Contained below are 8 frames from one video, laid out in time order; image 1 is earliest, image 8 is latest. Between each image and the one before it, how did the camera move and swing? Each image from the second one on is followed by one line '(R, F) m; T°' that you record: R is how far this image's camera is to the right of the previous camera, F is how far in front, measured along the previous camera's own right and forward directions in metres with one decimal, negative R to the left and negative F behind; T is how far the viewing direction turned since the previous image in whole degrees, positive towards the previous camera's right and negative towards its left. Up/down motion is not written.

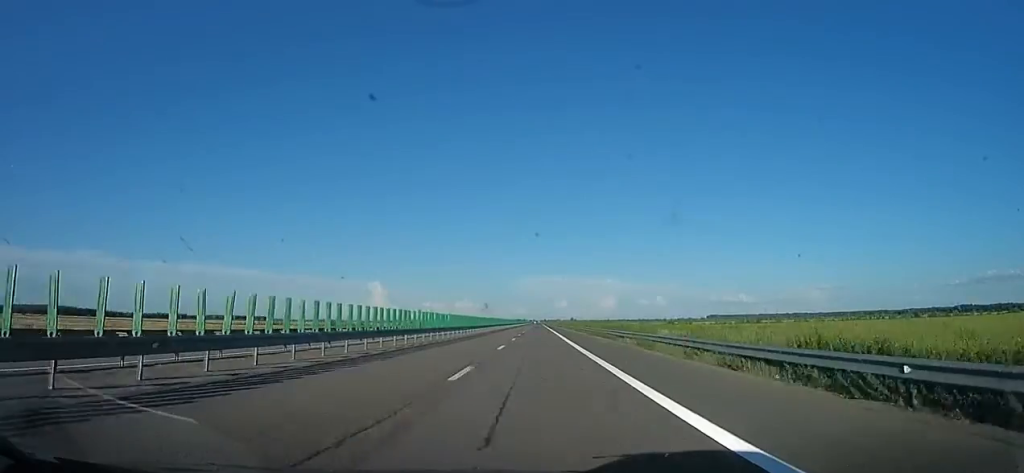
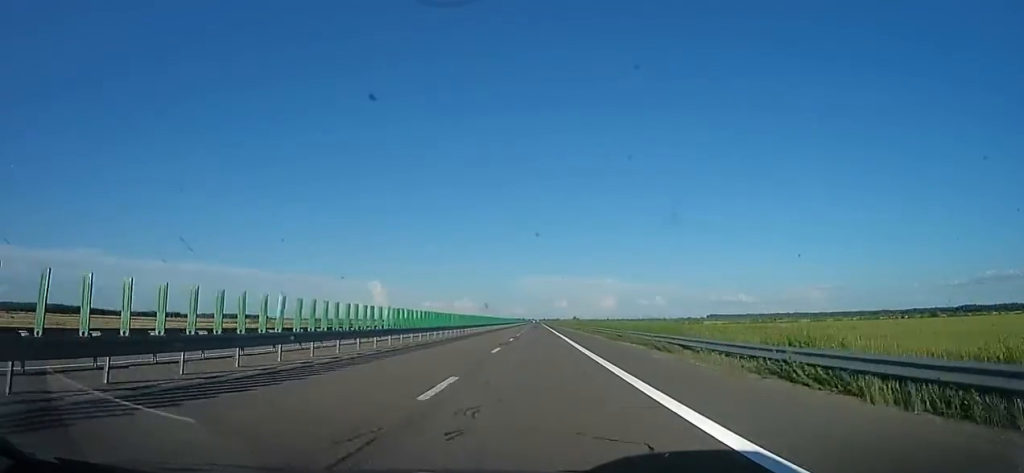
(-0.2, +14.8) m; -1°
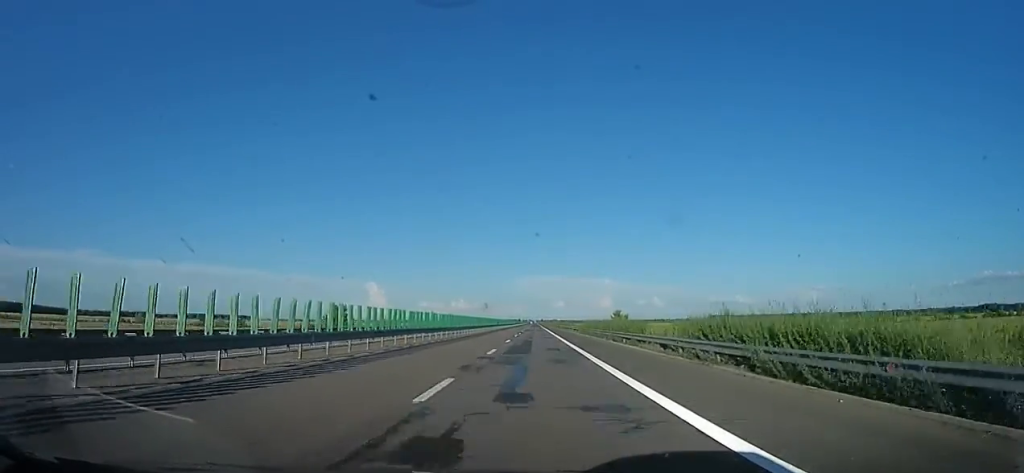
(+1.1, +72.7) m; +2°
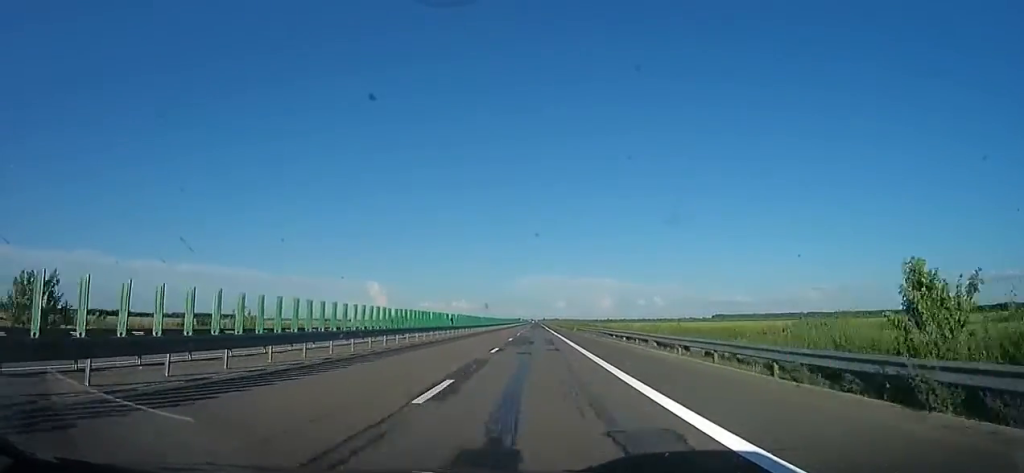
(+0.1, +47.5) m; 0°
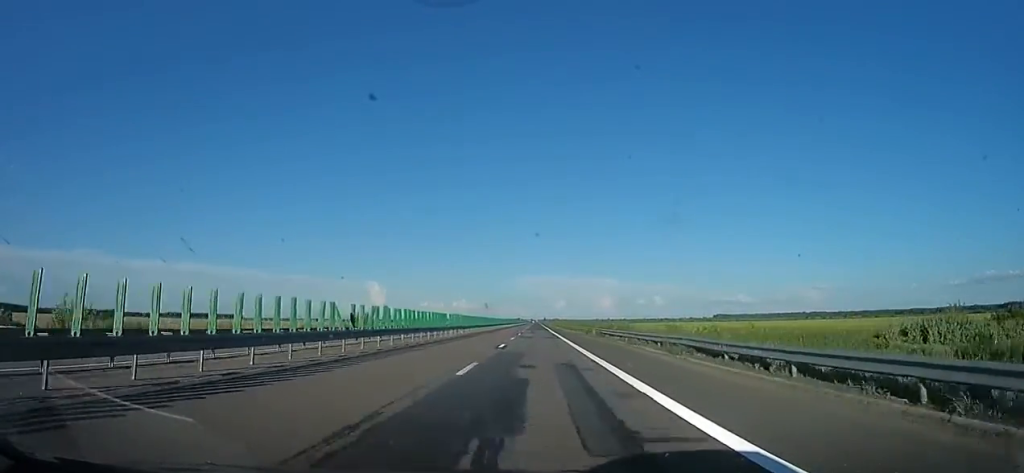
(0.0, +20.8) m; 0°
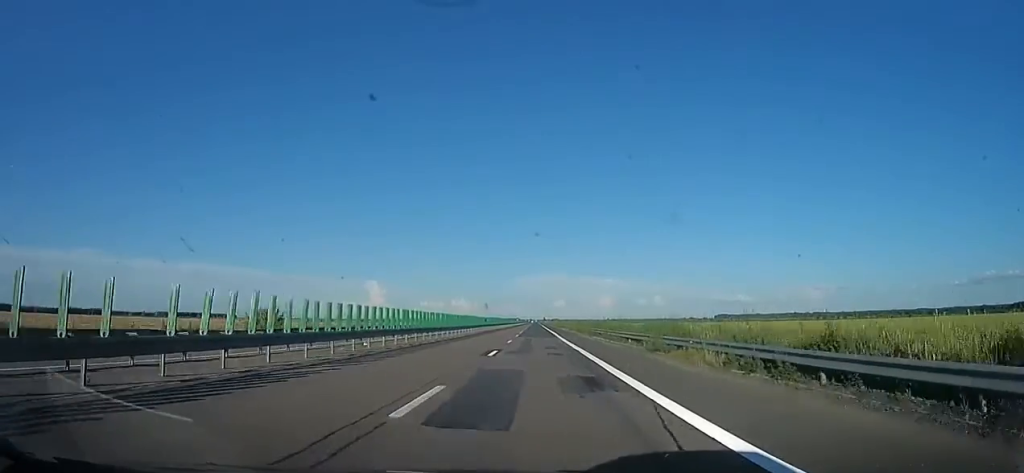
(0.0, +29.2) m; 0°
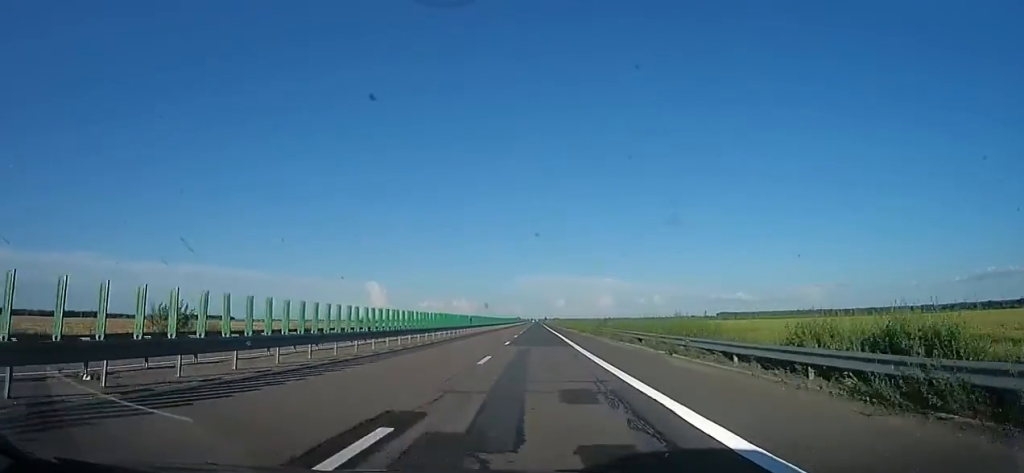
(0.0, +15.5) m; 0°
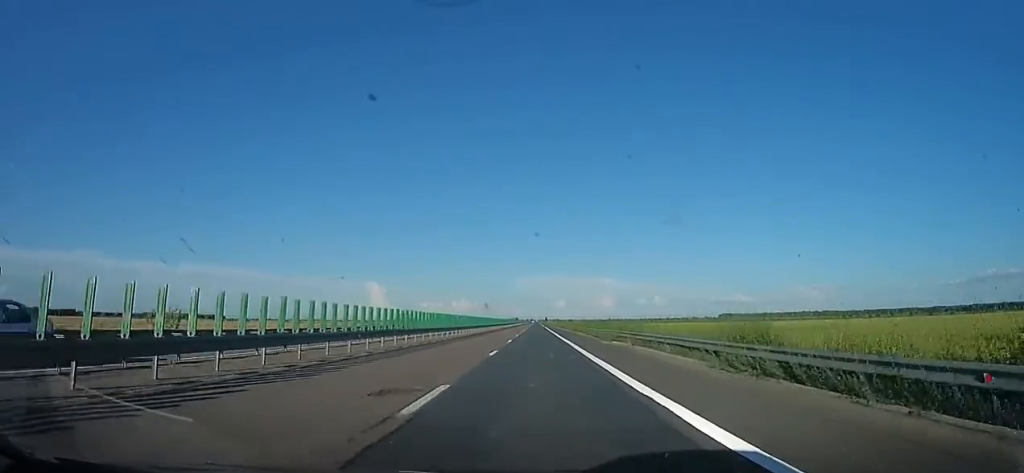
(0.0, +44.5) m; 0°
